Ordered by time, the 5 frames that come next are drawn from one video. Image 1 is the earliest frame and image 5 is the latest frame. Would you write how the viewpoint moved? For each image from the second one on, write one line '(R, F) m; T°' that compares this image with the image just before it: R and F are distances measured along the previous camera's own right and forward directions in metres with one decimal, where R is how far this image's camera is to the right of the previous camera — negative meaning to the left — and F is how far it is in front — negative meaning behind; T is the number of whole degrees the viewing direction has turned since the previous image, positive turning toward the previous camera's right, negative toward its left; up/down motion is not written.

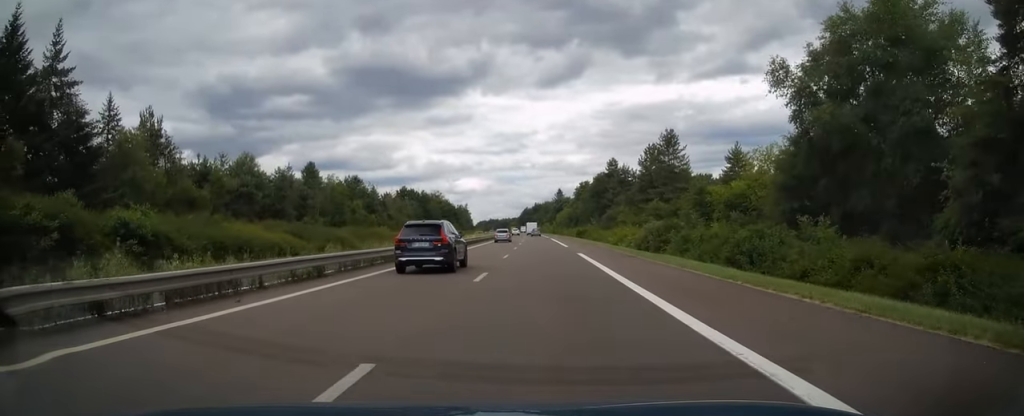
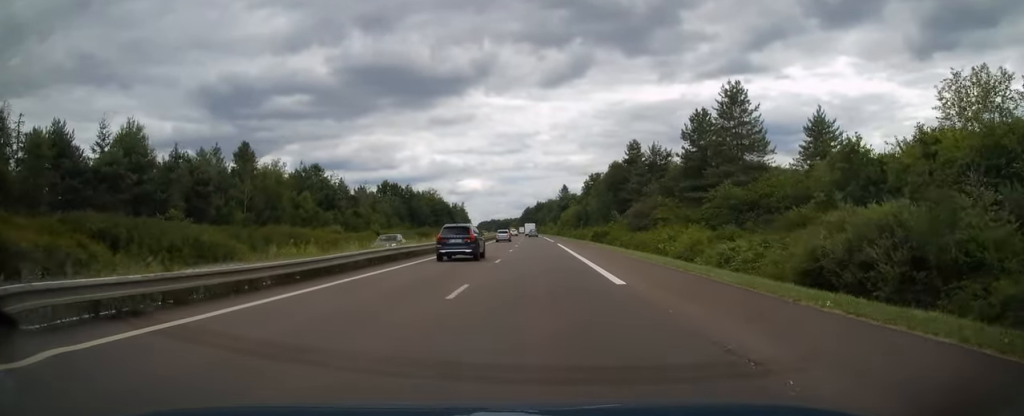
(+0.1, +30.0) m; 0°
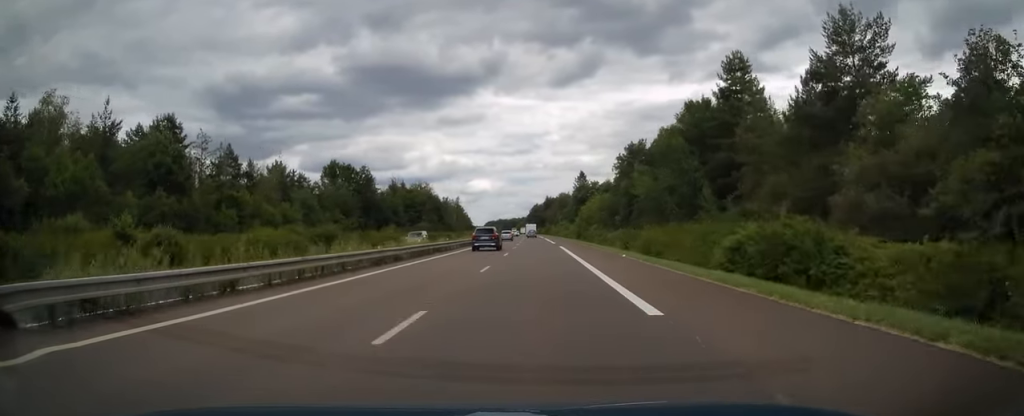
(-0.2, +57.2) m; -1°
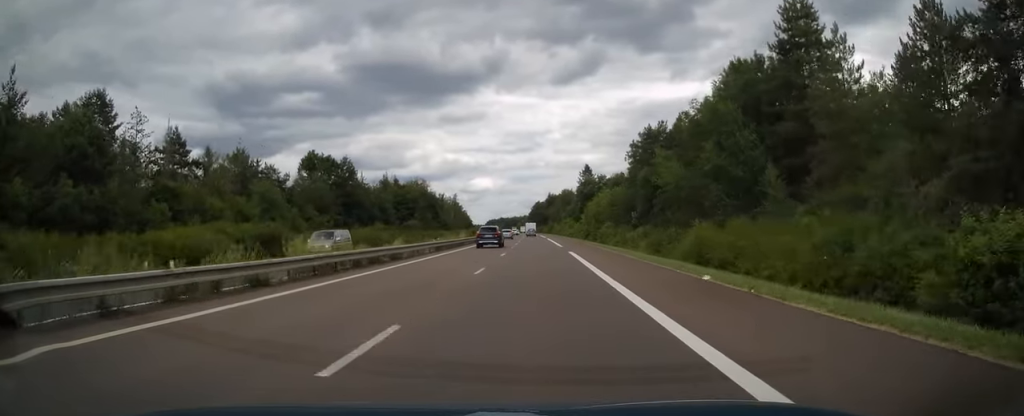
(0.0, +14.8) m; 0°
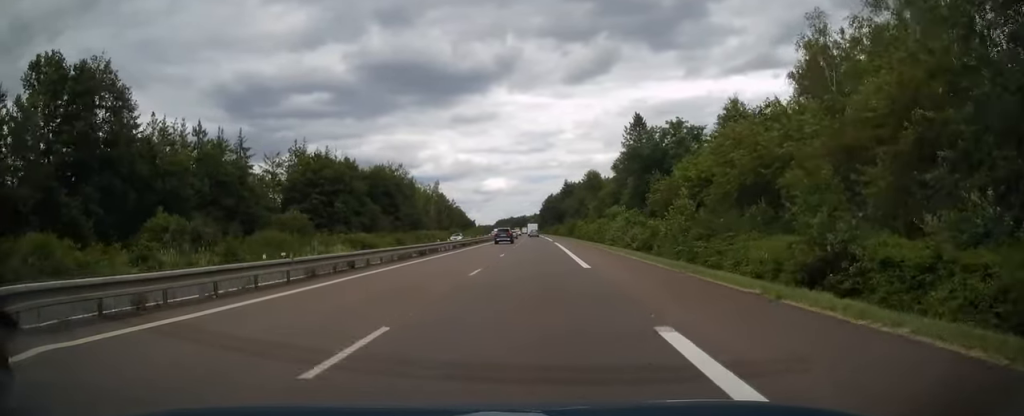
(-1.1, +78.0) m; -1°
